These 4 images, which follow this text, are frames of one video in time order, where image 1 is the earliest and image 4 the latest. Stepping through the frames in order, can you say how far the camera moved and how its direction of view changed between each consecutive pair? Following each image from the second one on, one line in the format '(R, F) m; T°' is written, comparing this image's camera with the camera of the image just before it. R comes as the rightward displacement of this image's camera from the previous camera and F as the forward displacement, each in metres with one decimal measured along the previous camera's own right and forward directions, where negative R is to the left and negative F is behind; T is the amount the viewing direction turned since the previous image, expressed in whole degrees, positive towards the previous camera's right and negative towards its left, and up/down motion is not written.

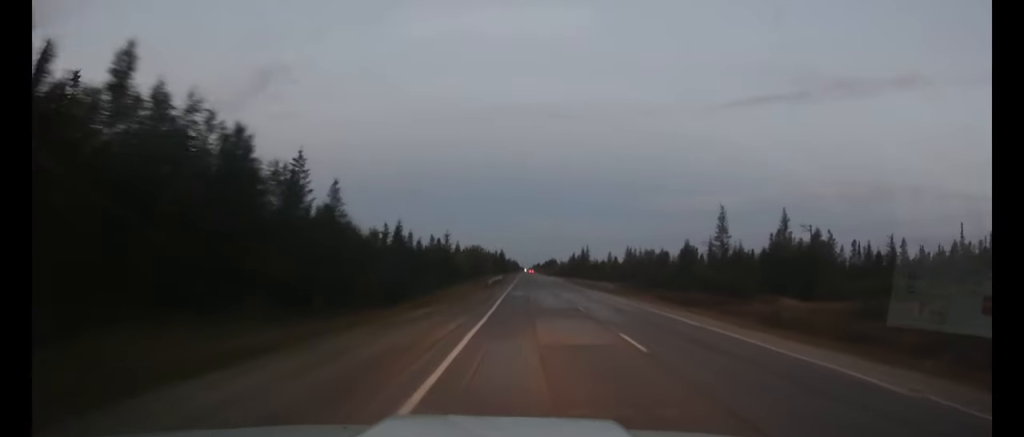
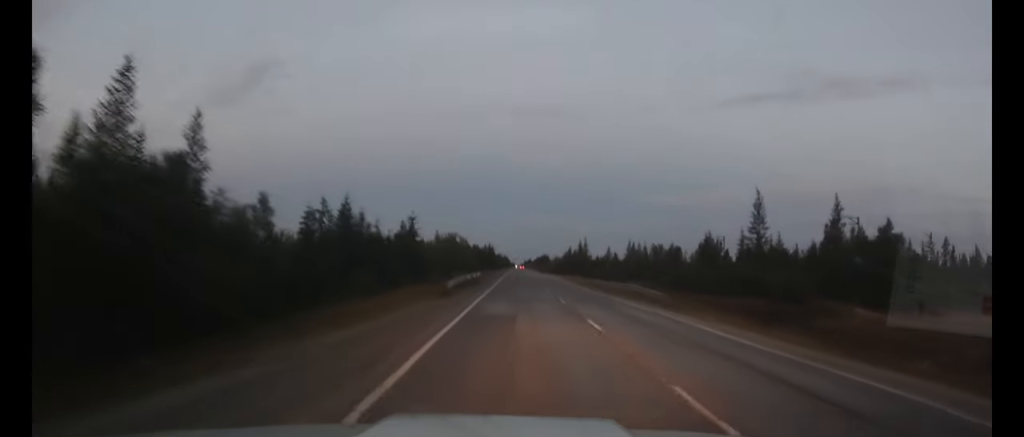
(+0.1, +19.0) m; 0°
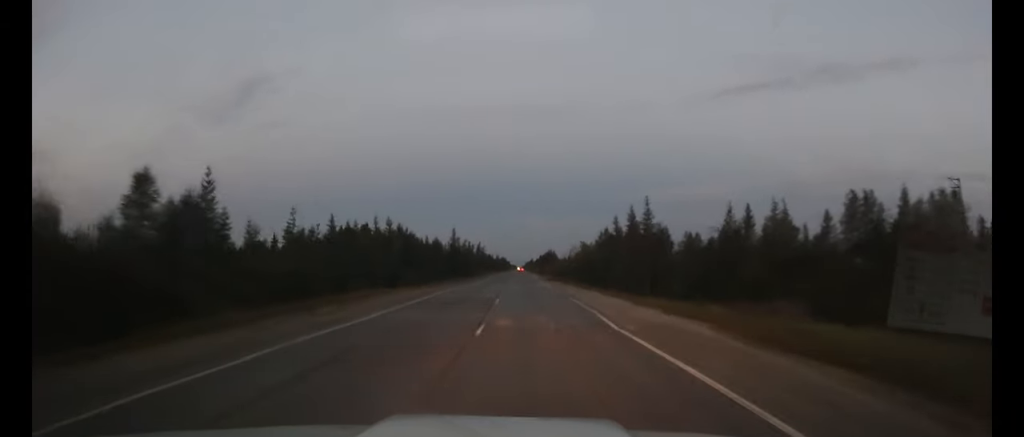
(+1.5, +86.3) m; +1°
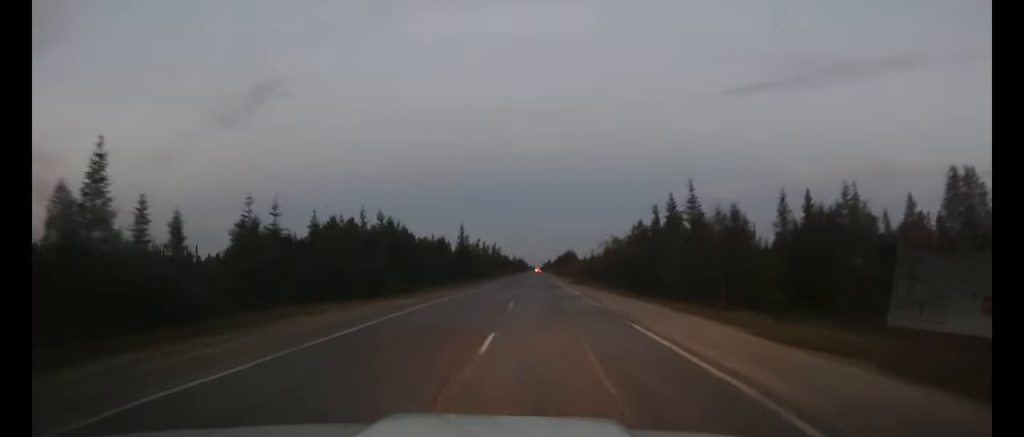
(0.0, +13.3) m; -1°
